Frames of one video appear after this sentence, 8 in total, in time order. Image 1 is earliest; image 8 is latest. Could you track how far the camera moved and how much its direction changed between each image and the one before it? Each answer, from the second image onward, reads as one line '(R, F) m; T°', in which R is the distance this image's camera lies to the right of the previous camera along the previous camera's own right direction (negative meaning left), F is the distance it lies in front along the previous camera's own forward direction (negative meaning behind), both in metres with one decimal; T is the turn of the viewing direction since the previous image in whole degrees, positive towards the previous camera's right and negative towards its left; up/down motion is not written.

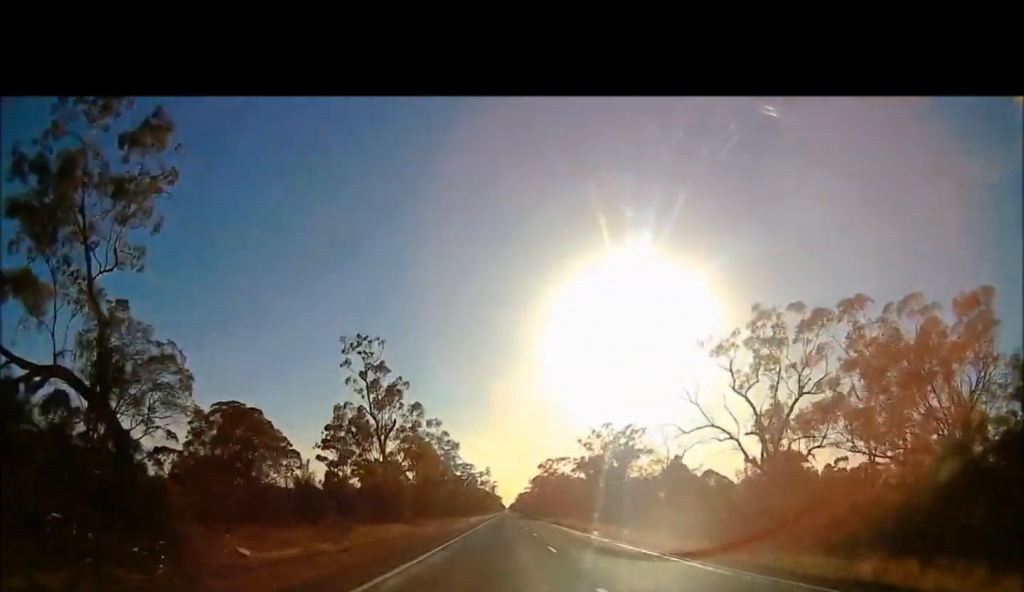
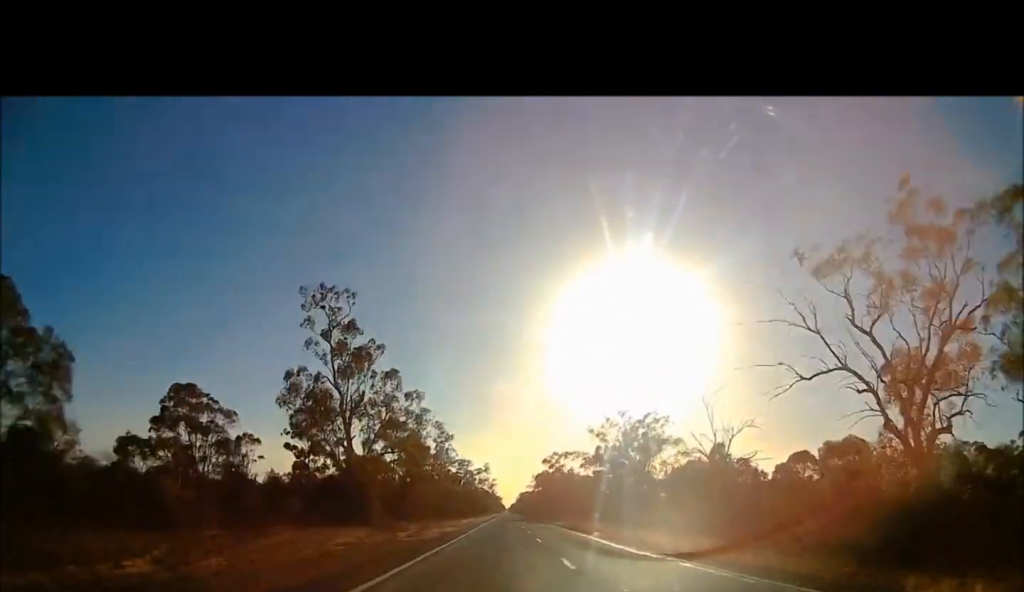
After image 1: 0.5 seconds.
(0.0, +16.8) m; 0°
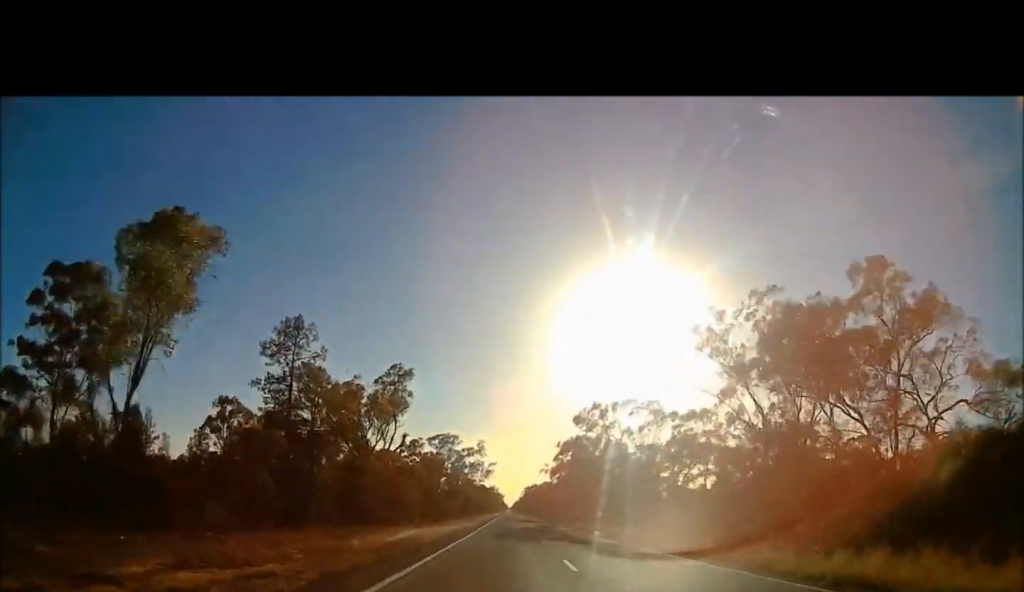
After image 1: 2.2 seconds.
(-0.1, +56.6) m; 0°
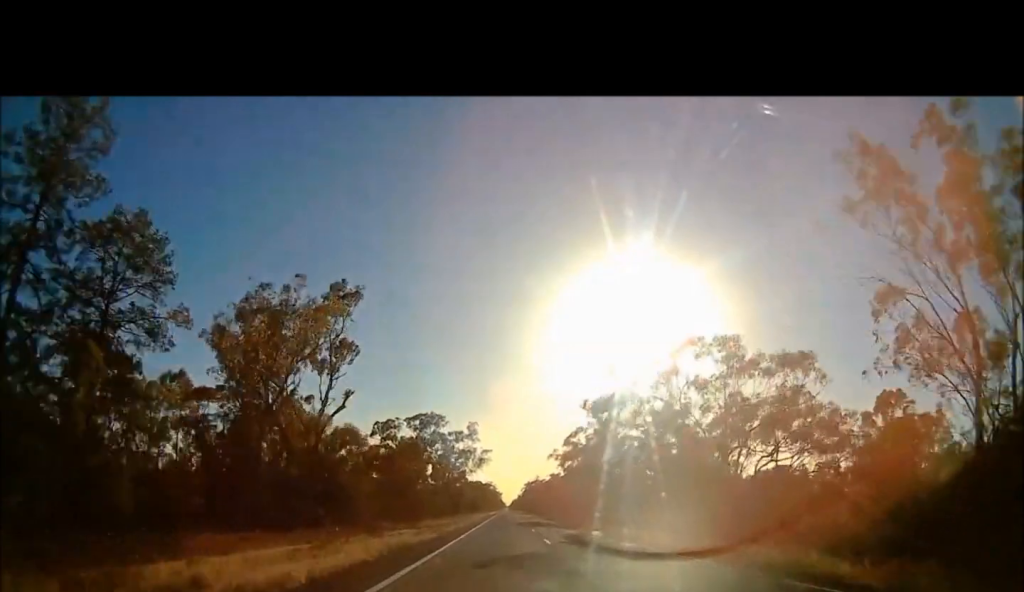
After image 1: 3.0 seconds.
(-0.2, +25.5) m; +1°
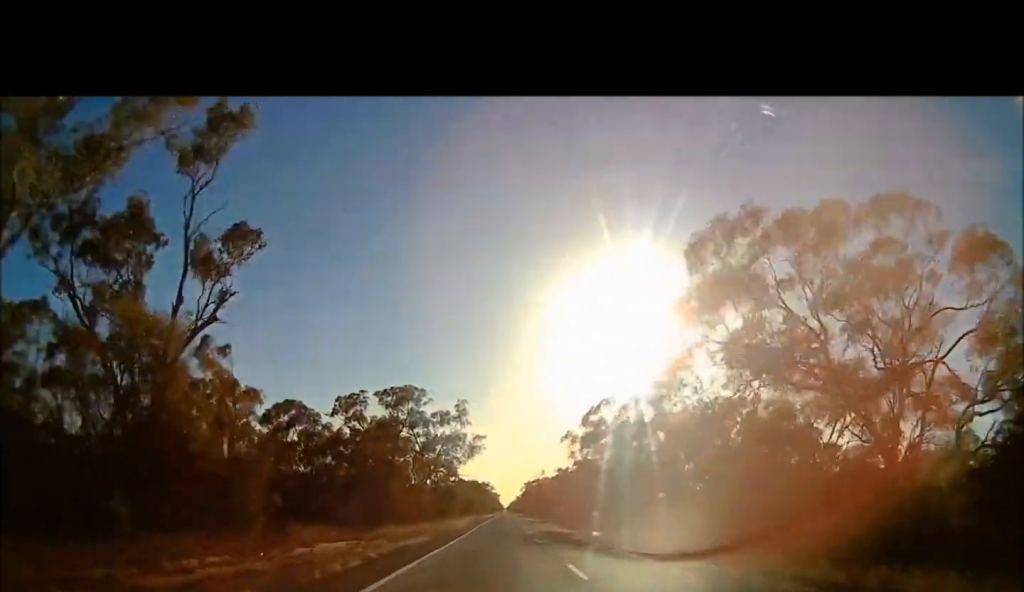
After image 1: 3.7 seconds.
(+0.4, +23.2) m; +1°
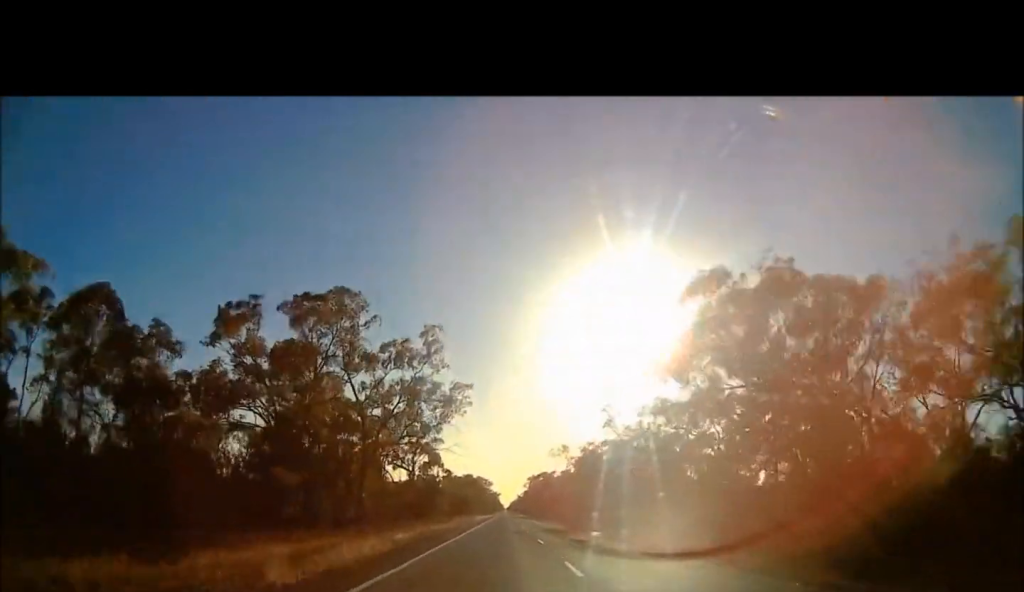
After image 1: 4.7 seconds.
(+0.2, +34.1) m; -1°
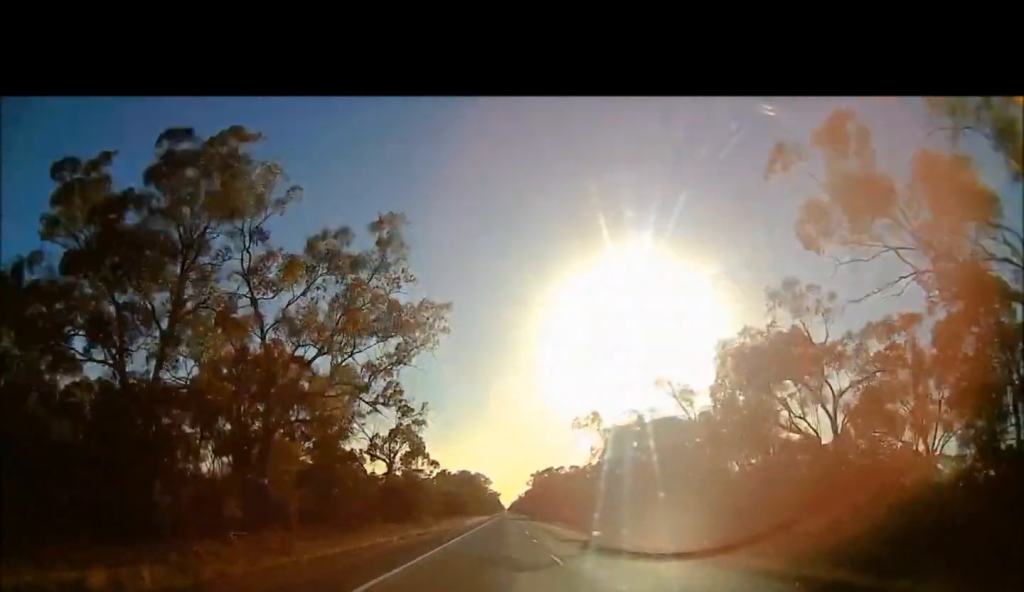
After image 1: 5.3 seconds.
(-0.3, +19.7) m; 0°
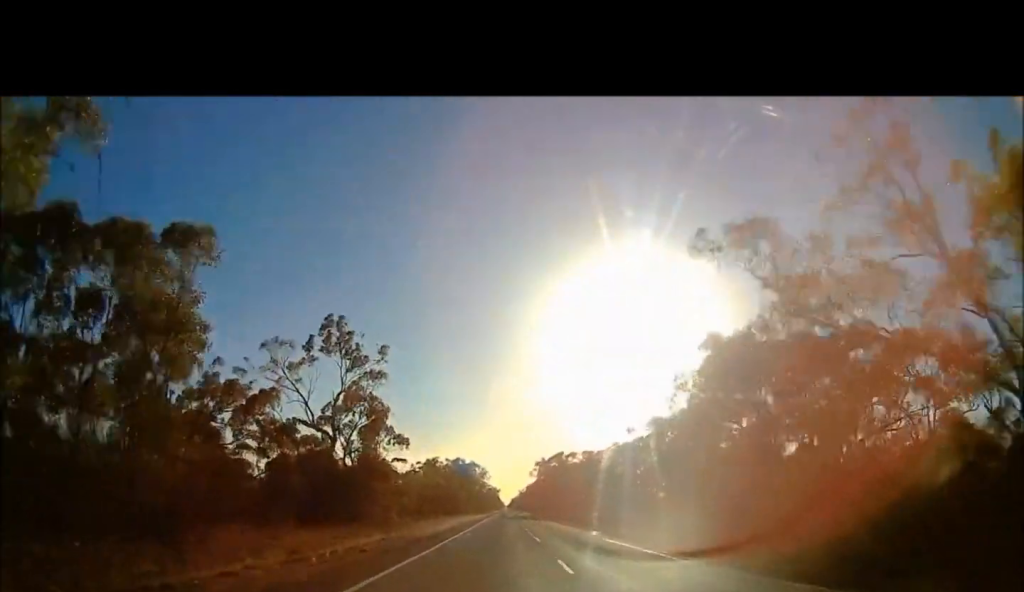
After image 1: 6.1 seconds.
(-0.3, +25.1) m; 0°
